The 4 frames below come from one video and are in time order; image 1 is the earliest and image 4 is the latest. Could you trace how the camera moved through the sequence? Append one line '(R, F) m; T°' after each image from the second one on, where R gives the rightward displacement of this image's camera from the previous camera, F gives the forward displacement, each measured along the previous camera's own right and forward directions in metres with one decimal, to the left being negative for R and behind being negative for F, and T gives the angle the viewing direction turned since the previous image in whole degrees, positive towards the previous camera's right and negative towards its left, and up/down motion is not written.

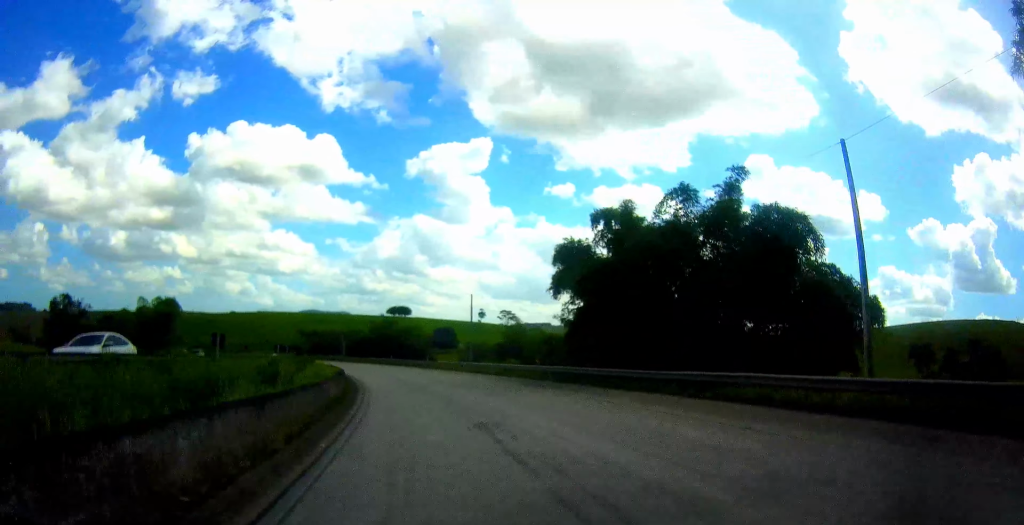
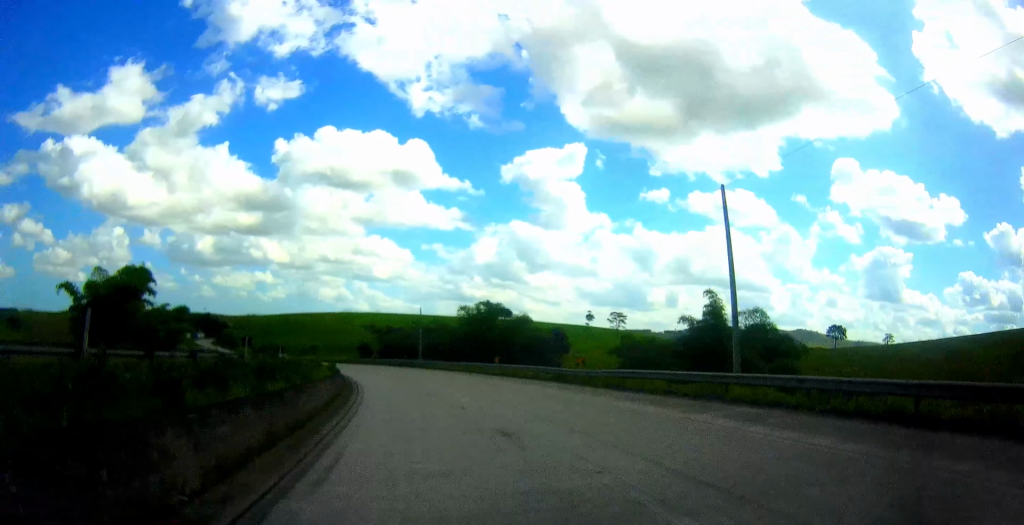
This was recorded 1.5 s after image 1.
(-2.1, +38.2) m; -7°
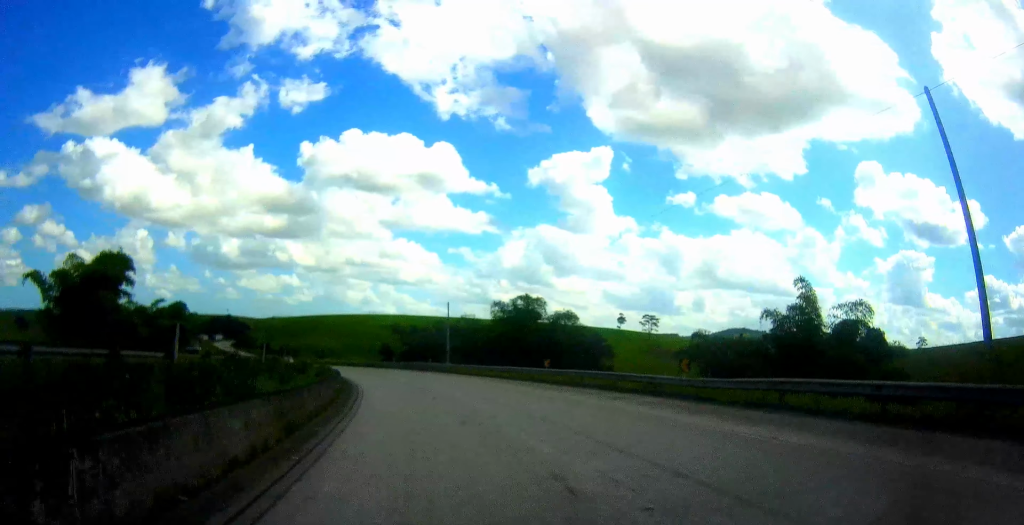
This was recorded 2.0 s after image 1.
(+0.2, +10.3) m; -3°
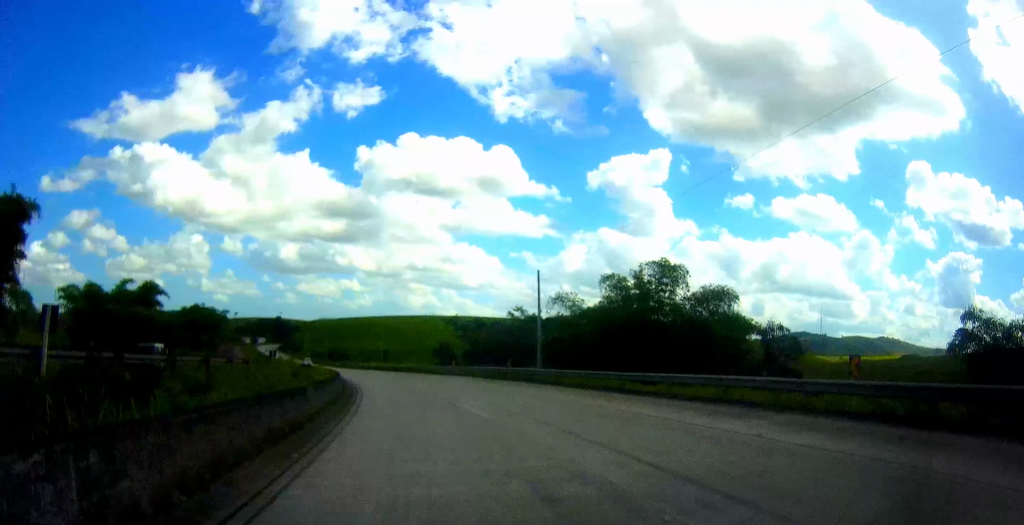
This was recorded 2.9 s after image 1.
(-1.5, +24.3) m; -10°
